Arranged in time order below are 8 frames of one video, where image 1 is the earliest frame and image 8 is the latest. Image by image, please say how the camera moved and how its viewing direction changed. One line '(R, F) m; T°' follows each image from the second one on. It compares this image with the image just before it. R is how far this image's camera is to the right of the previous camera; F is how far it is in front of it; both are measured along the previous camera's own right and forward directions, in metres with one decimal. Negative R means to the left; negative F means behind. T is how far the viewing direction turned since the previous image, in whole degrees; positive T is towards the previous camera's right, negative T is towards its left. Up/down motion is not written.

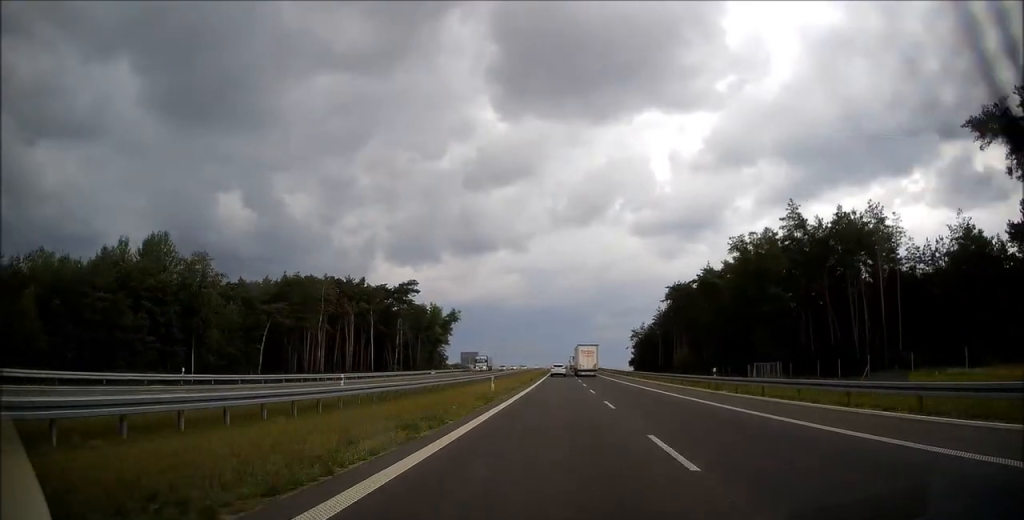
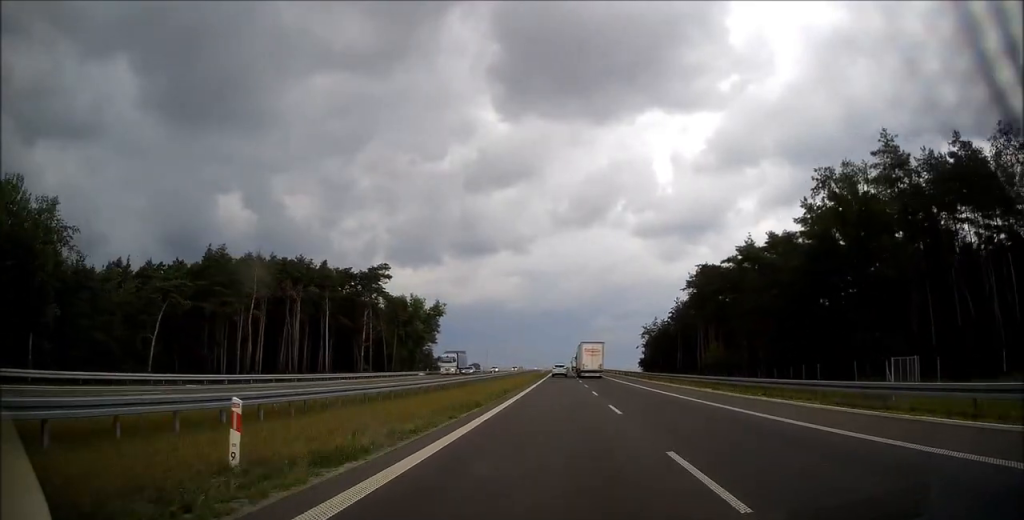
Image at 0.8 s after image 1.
(0.0, +26.3) m; 0°
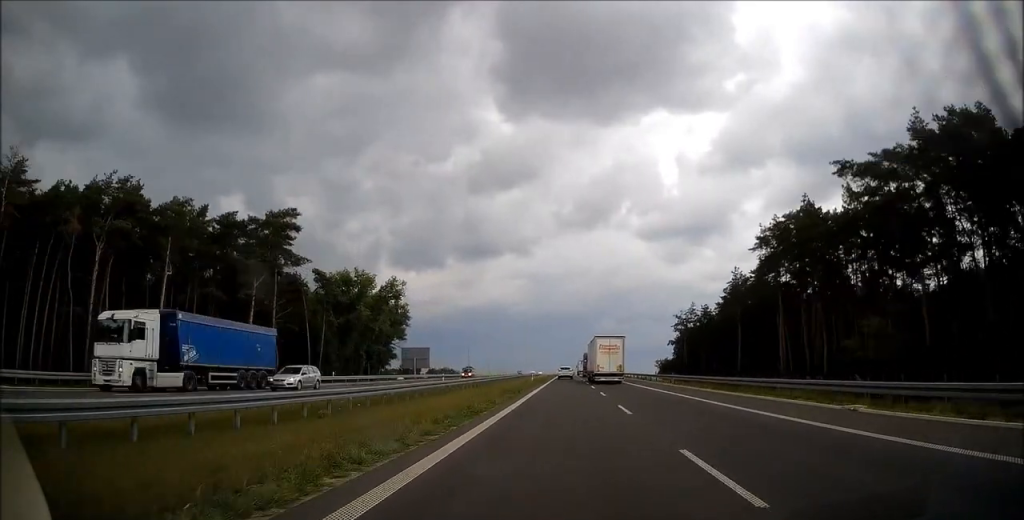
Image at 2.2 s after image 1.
(-0.2, +48.1) m; -1°
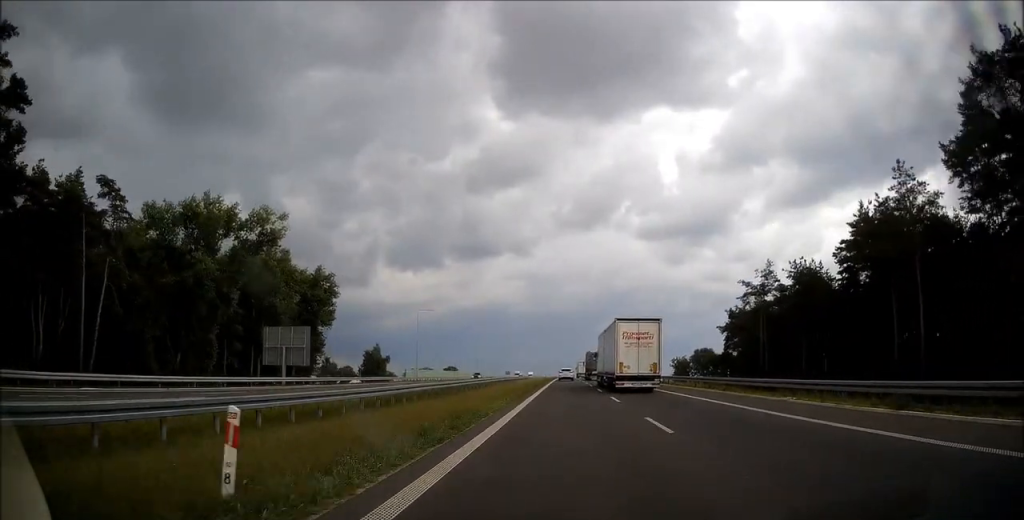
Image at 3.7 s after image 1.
(-0.1, +53.7) m; 0°
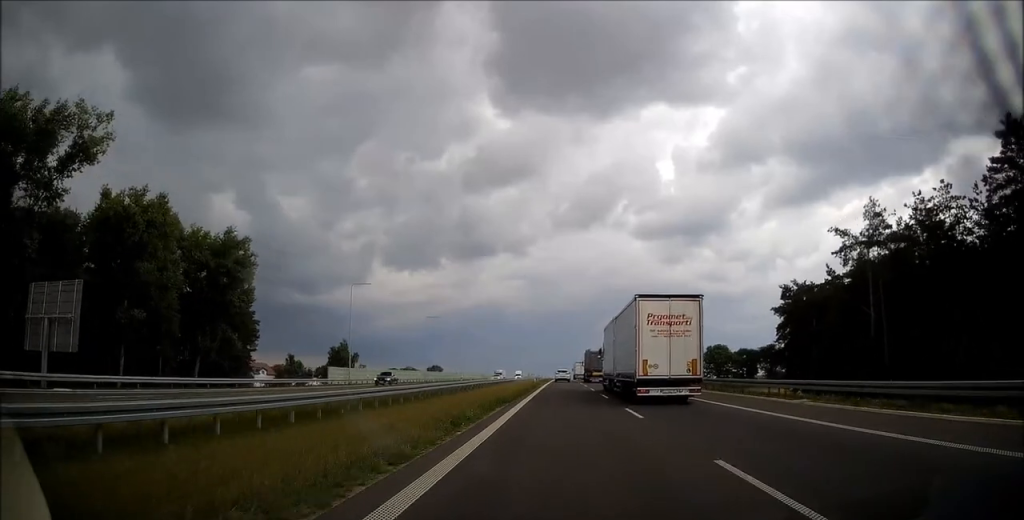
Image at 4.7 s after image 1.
(0.0, +32.0) m; 0°
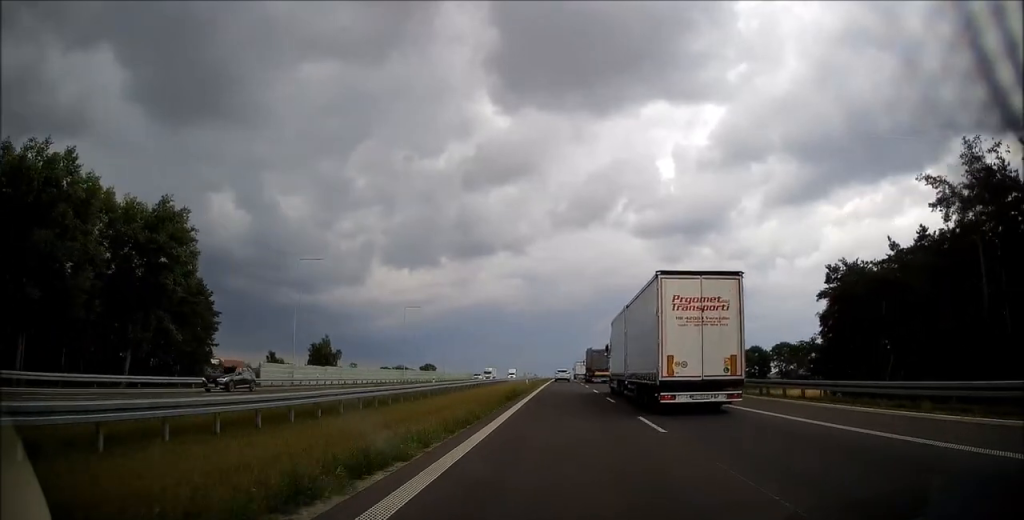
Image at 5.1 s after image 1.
(0.0, +16.0) m; 0°
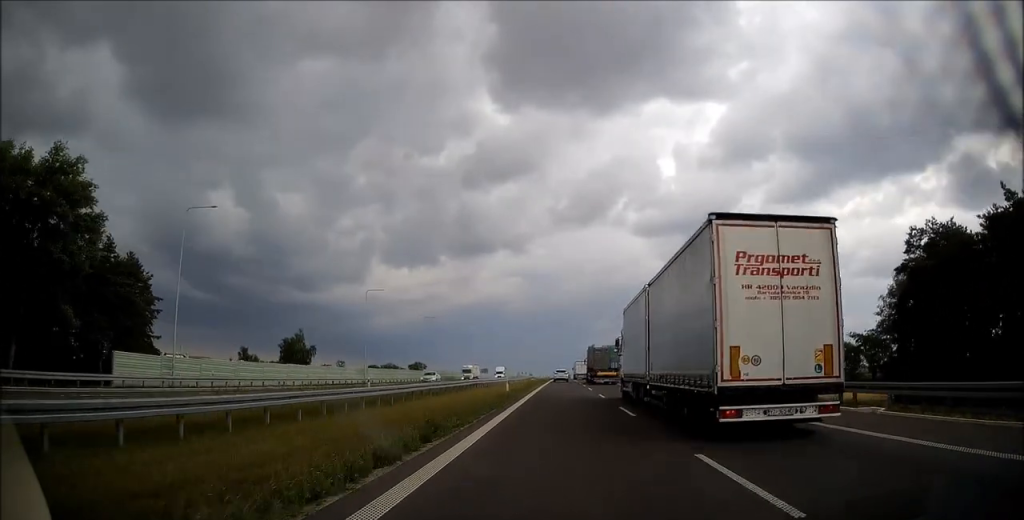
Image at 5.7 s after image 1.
(0.0, +19.4) m; 0°
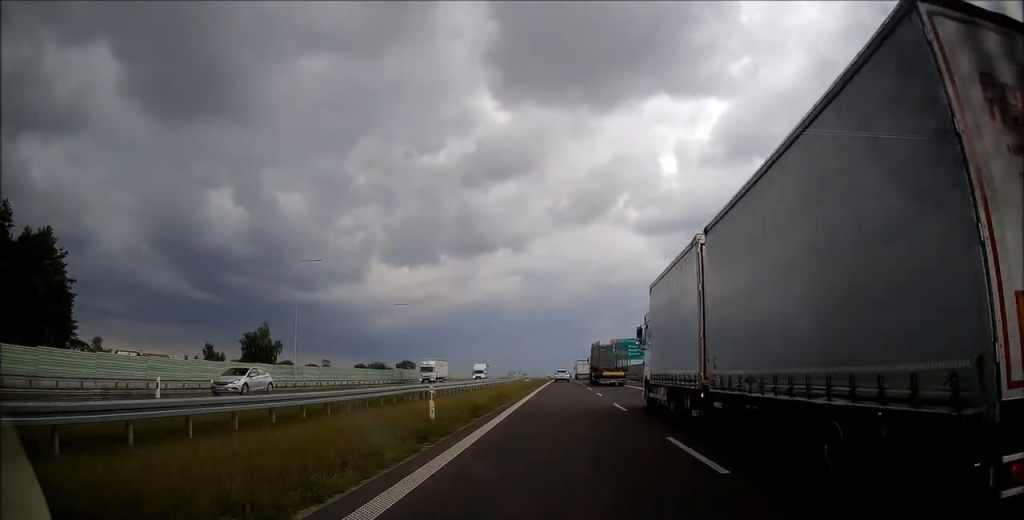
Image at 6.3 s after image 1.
(0.0, +21.7) m; 0°
